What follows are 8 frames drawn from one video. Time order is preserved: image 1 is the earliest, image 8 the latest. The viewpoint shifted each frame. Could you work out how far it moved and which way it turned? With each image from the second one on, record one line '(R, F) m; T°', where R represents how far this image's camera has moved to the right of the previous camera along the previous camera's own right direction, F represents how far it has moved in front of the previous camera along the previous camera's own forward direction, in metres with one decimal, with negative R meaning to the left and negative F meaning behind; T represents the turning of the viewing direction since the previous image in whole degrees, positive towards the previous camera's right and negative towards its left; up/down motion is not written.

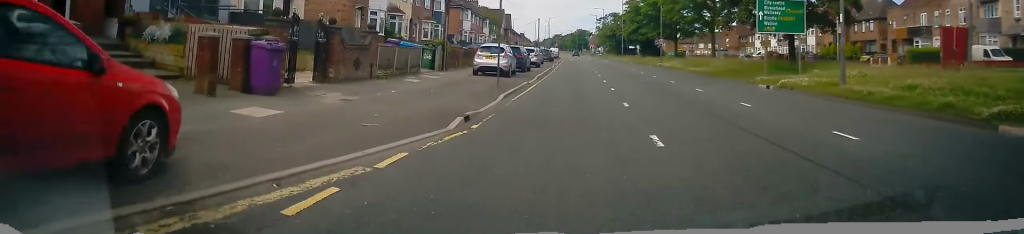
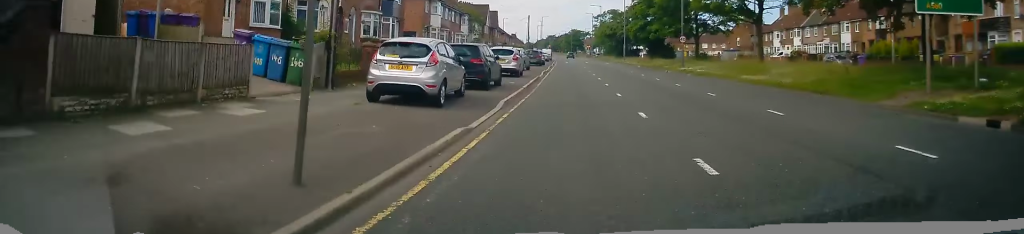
(0.0, +13.9) m; 0°
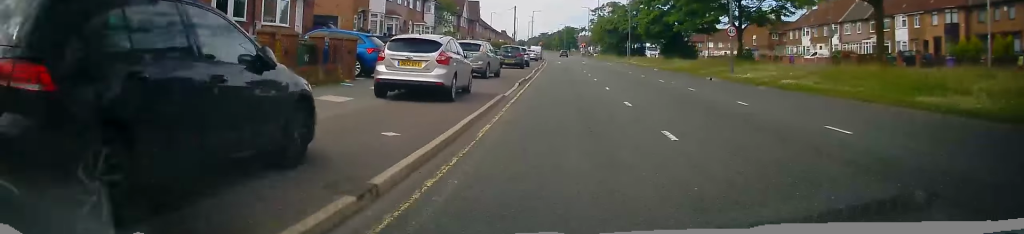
(+0.1, +16.0) m; 0°
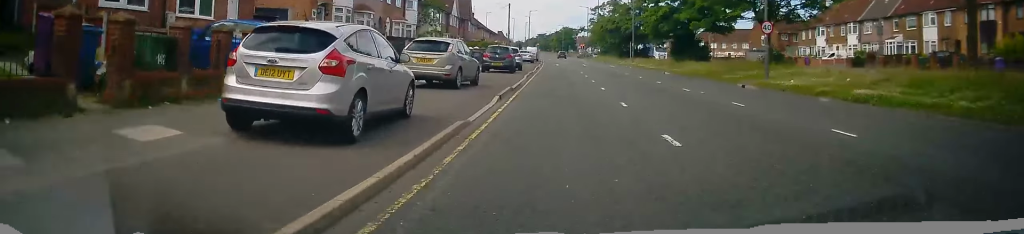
(0.0, +6.1) m; 0°
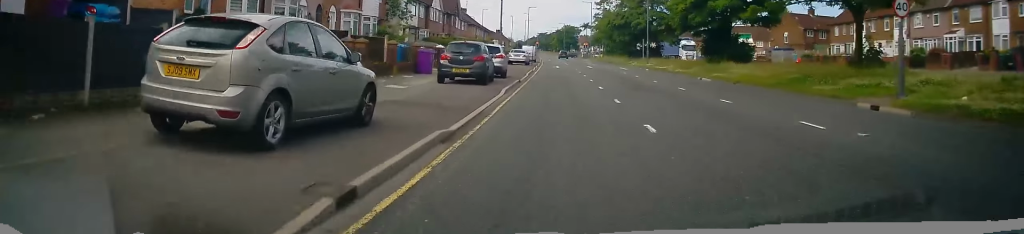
(-0.1, +11.4) m; +1°
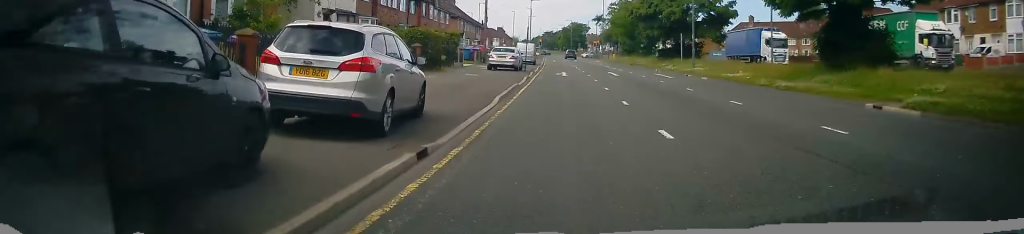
(-0.2, +18.7) m; -3°
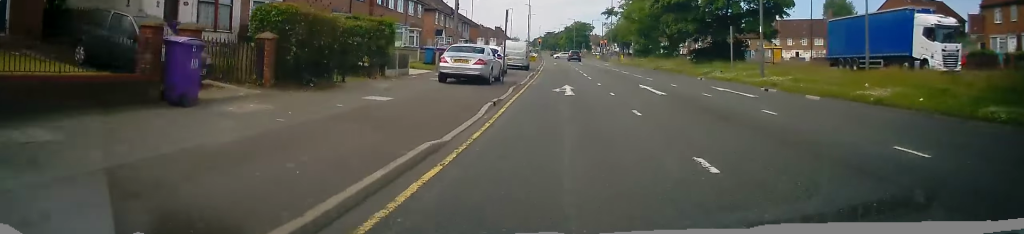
(-0.1, +14.4) m; +1°
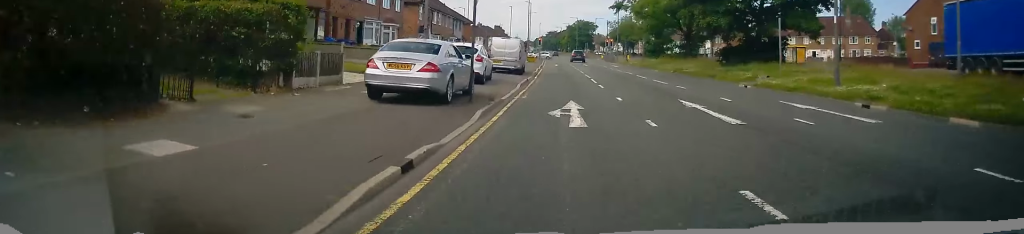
(+0.1, +7.9) m; +1°
